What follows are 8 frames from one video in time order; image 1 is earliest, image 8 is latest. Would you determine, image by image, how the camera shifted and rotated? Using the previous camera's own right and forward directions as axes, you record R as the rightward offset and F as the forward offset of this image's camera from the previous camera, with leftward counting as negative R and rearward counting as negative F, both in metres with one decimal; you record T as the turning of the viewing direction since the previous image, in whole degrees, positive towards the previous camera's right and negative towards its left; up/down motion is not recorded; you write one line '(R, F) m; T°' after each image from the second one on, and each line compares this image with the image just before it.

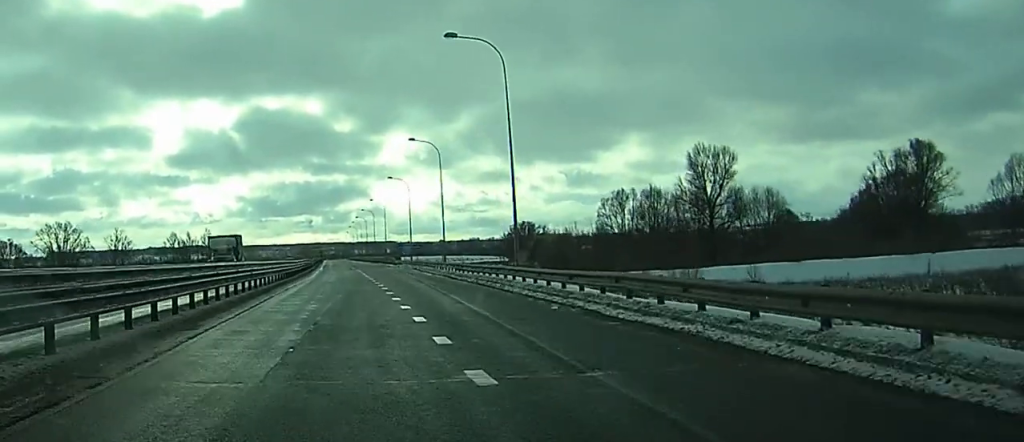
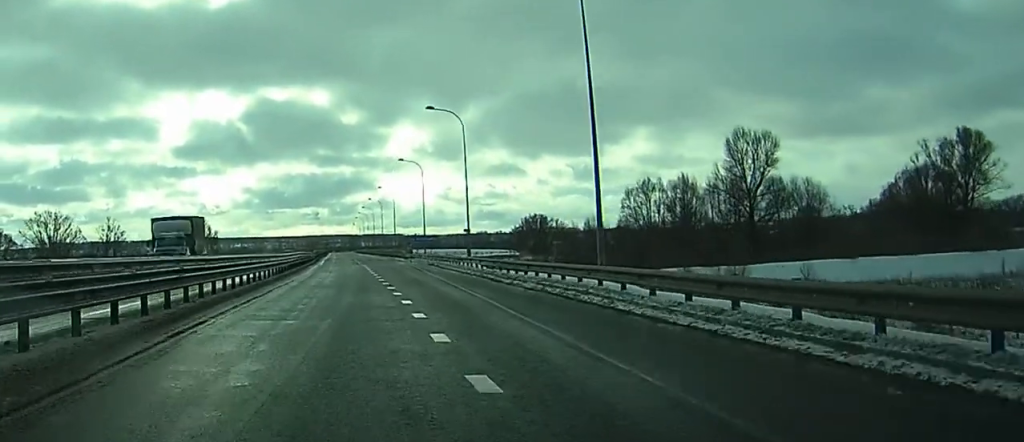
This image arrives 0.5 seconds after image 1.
(-0.1, +12.3) m; 0°
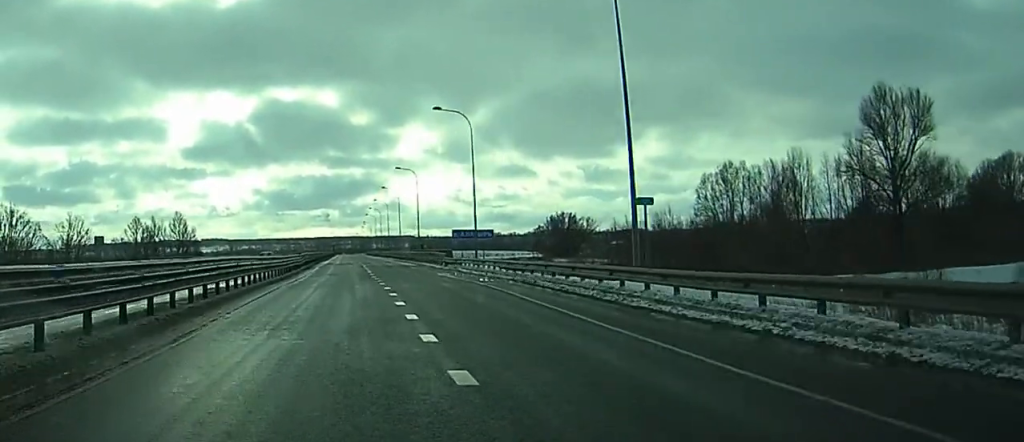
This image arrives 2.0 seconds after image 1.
(-0.1, +34.3) m; 0°
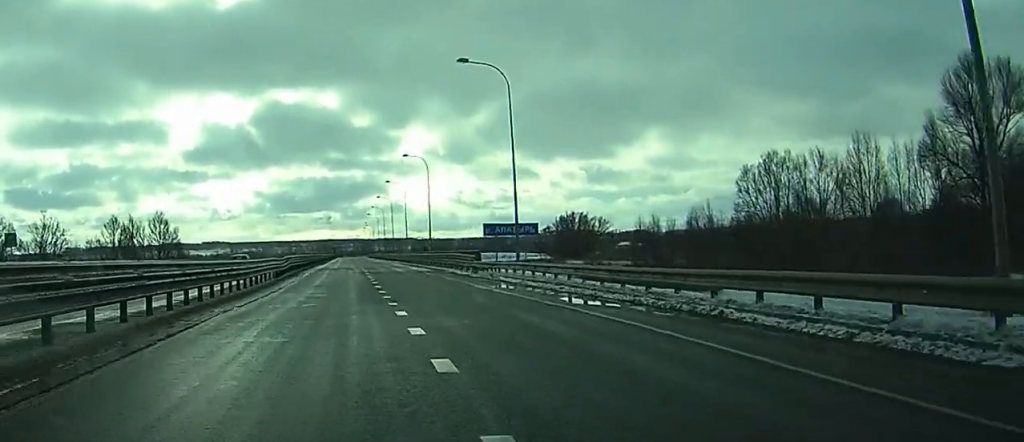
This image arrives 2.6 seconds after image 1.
(0.0, +15.2) m; 0°
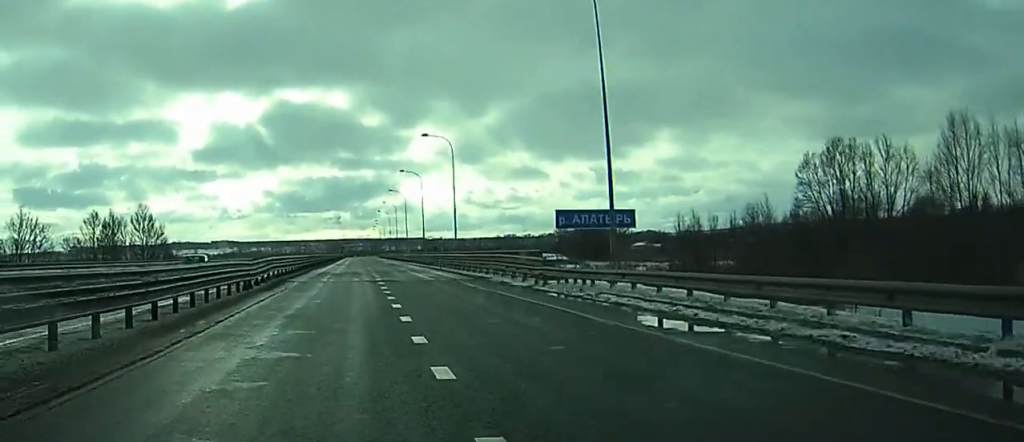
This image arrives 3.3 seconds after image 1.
(-0.1, +15.5) m; 0°
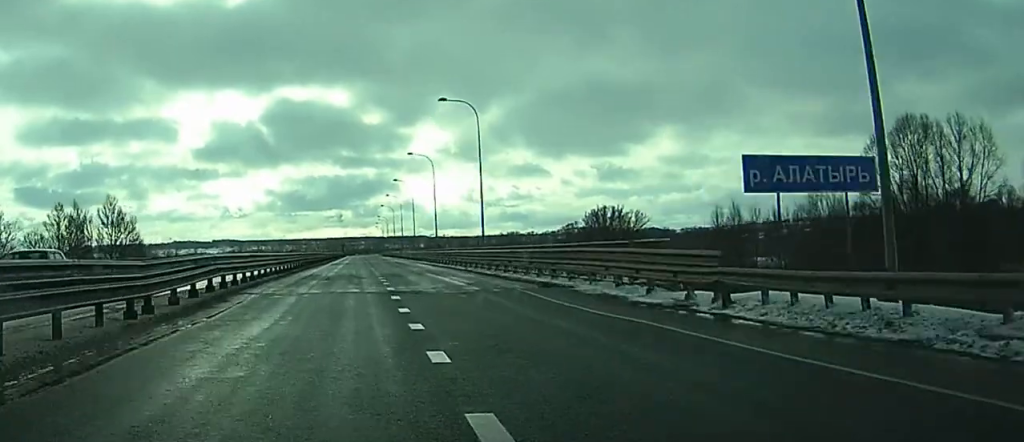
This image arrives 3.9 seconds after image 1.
(0.0, +15.7) m; 0°
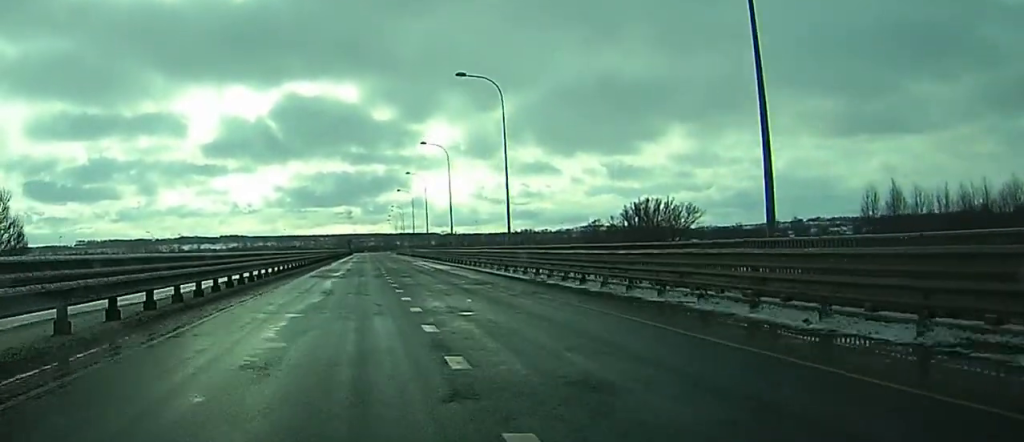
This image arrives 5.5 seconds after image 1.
(-0.3, +40.4) m; -1°
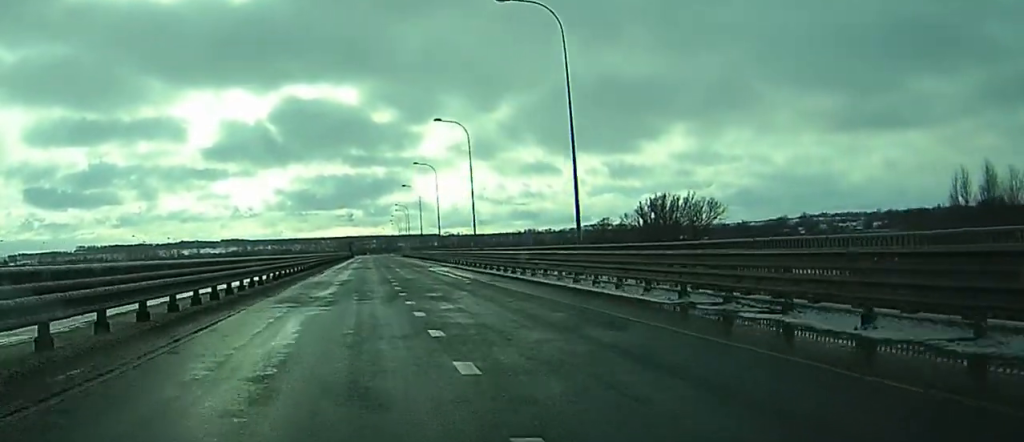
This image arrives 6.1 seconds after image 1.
(0.0, +16.1) m; 0°
